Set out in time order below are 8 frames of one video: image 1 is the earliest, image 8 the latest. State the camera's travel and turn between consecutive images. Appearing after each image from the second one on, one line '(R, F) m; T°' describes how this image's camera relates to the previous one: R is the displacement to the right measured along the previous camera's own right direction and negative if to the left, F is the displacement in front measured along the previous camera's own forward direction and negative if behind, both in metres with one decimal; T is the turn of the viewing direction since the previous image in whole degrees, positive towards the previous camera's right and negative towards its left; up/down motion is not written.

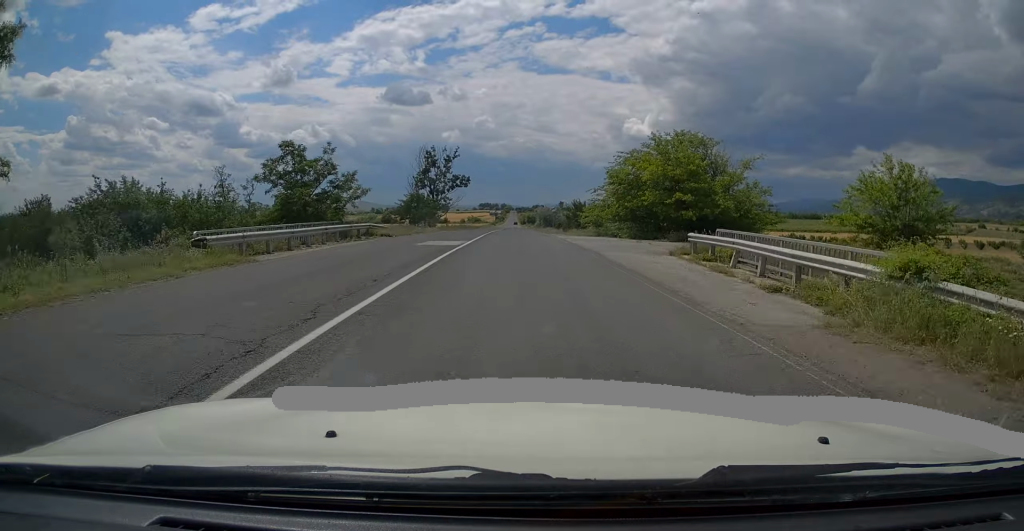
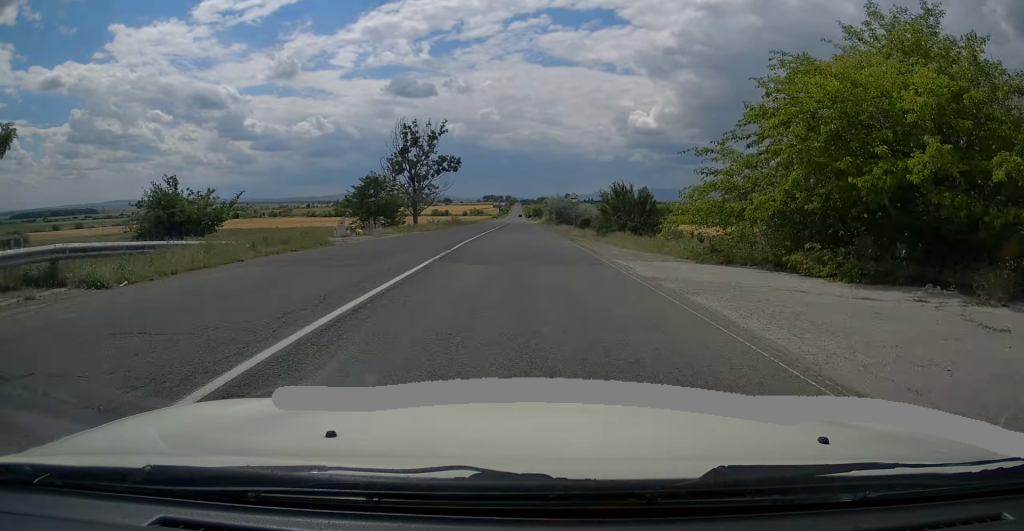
(-0.2, +22.6) m; -1°
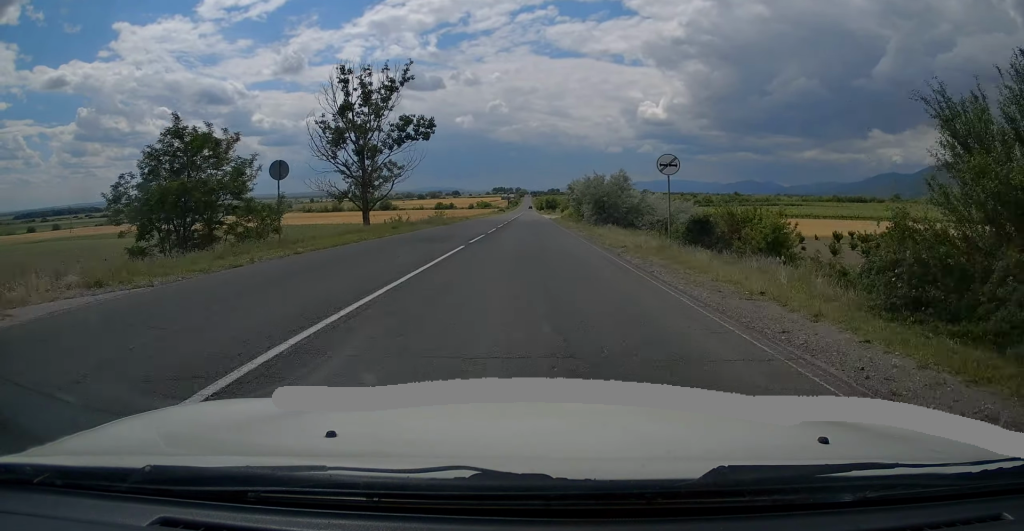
(-0.4, +29.4) m; -1°
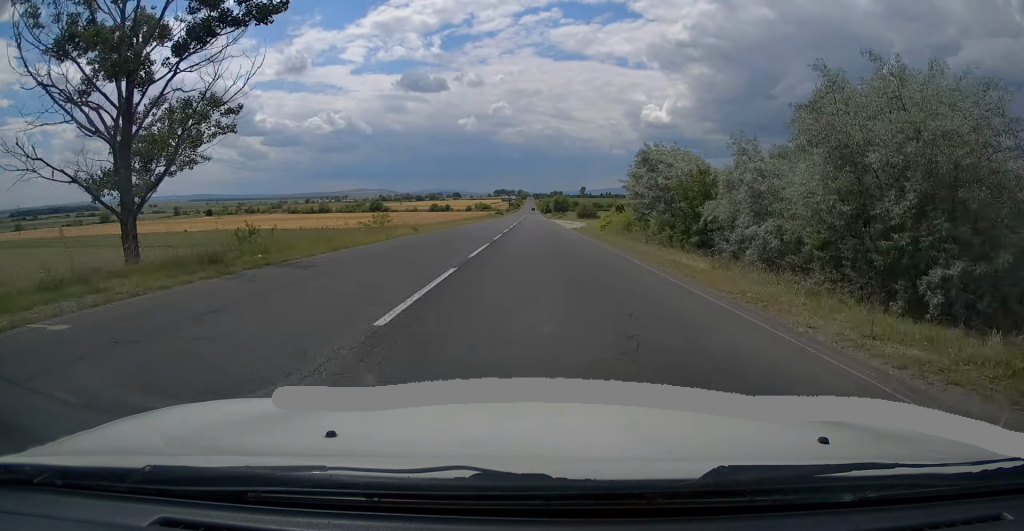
(+0.2, +32.6) m; +1°
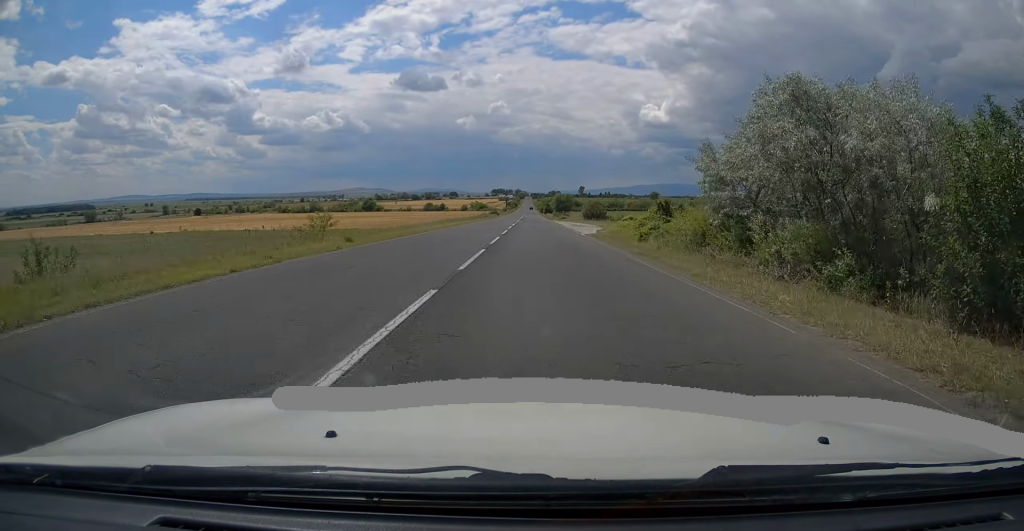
(+0.3, +12.7) m; 0°
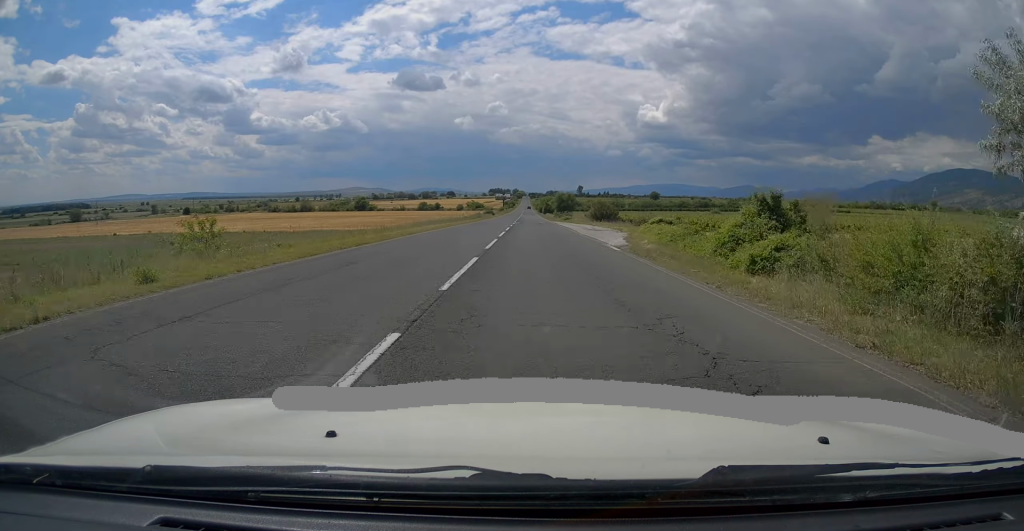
(-0.1, +11.9) m; 0°
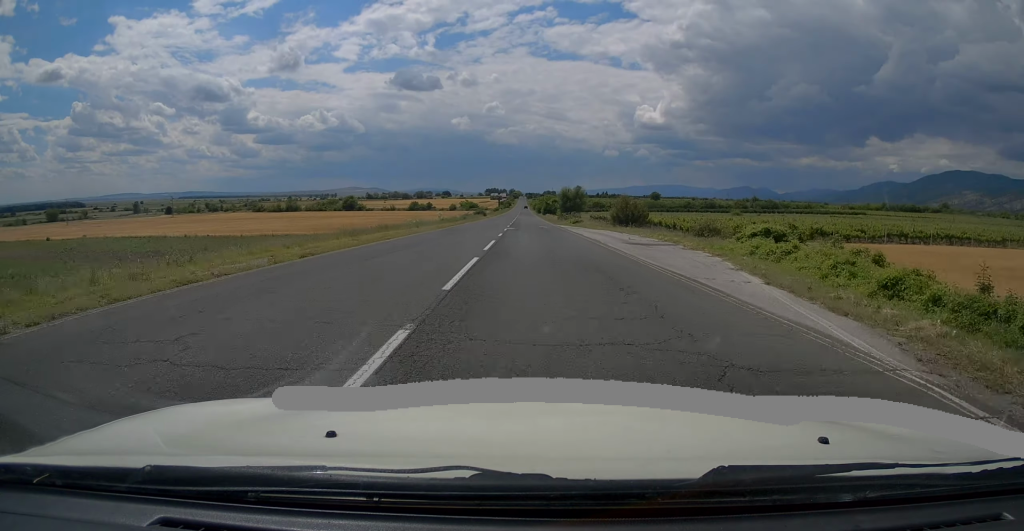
(-0.2, +18.2) m; 0°
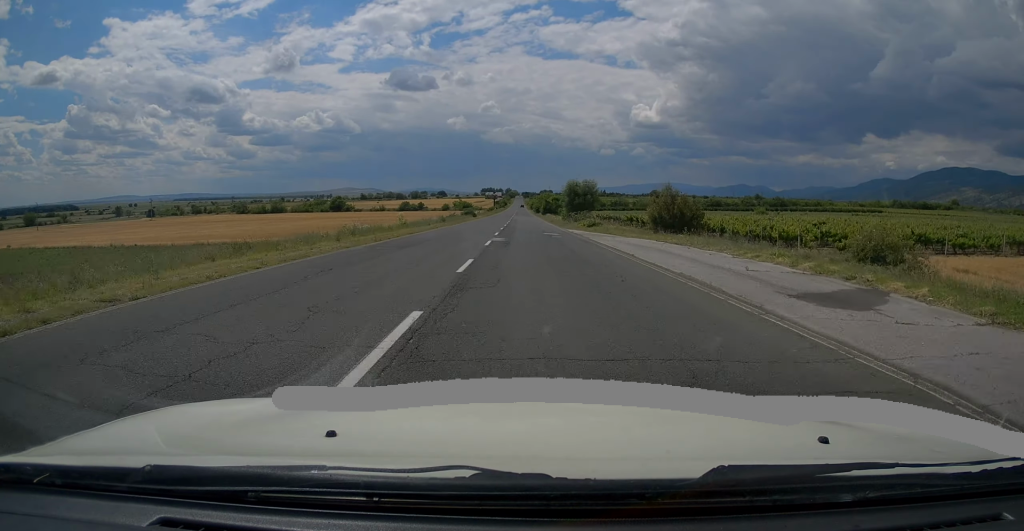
(0.0, +16.7) m; +1°
